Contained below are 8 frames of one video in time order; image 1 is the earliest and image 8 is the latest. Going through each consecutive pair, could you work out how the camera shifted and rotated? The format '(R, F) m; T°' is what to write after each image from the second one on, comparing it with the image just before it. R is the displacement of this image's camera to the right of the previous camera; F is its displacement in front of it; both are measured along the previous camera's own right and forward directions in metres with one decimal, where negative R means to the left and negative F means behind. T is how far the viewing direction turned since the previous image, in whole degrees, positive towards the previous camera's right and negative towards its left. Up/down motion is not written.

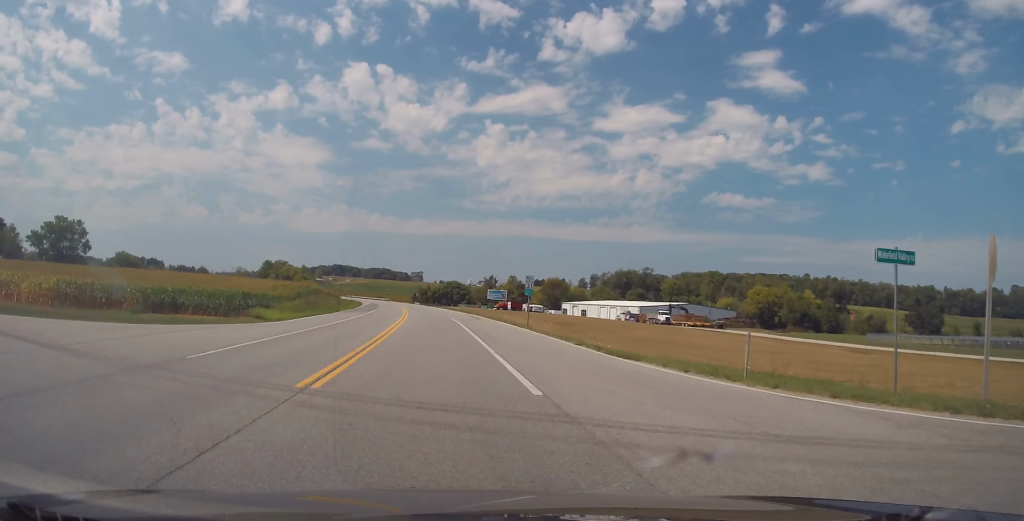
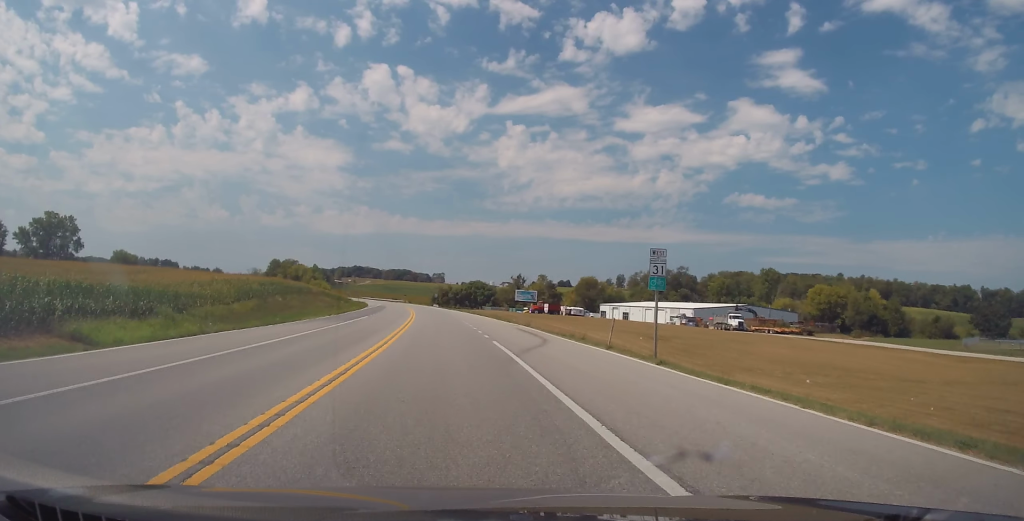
(-0.4, +25.3) m; -2°
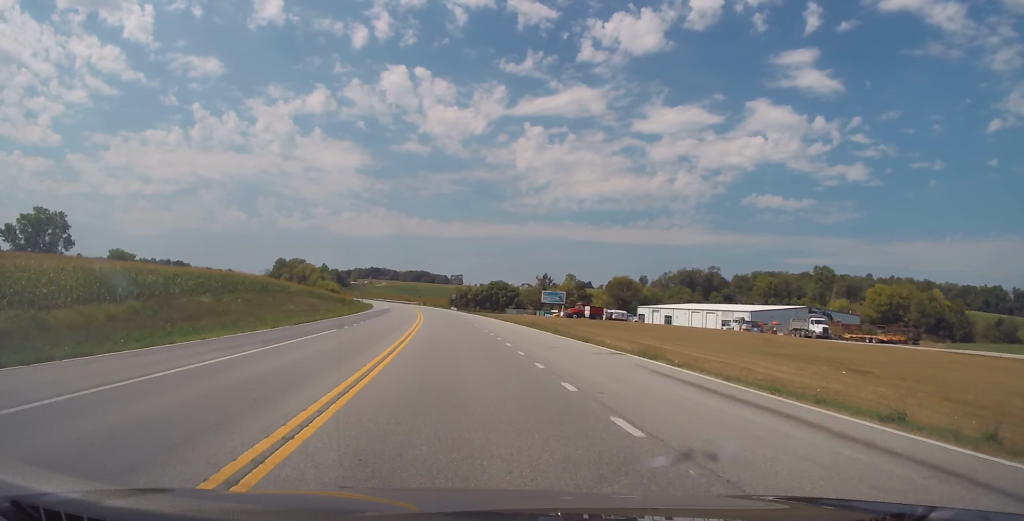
(-0.2, +21.6) m; -1°
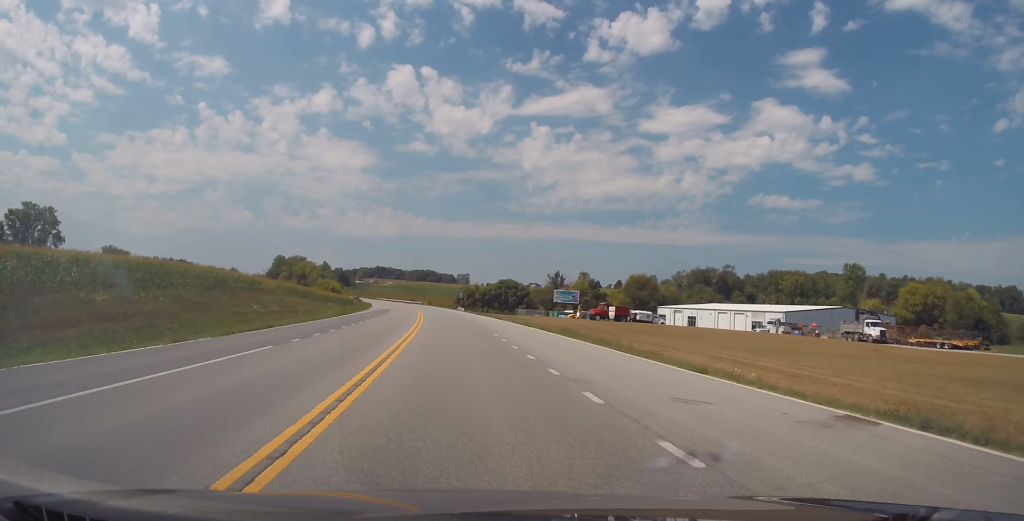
(0.0, +12.2) m; 0°
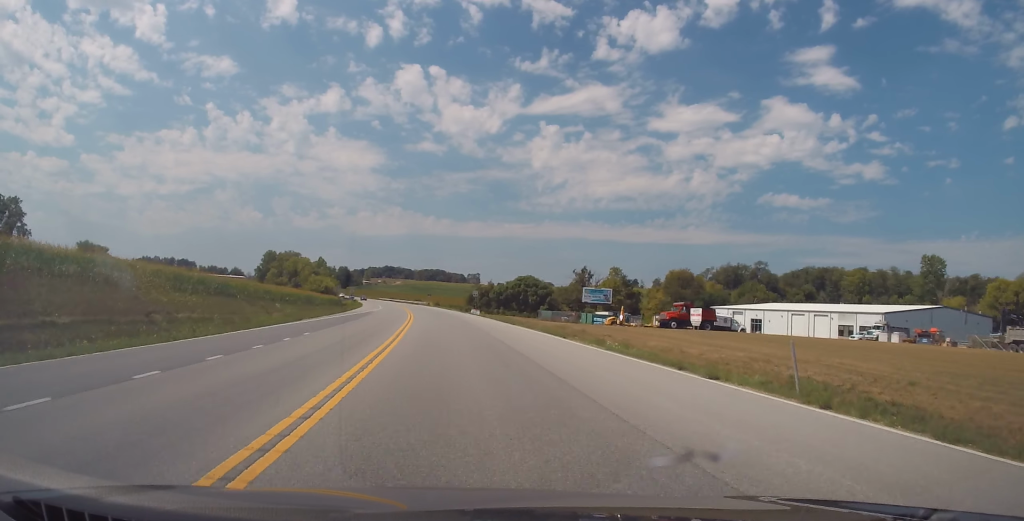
(-0.4, +29.1) m; -1°
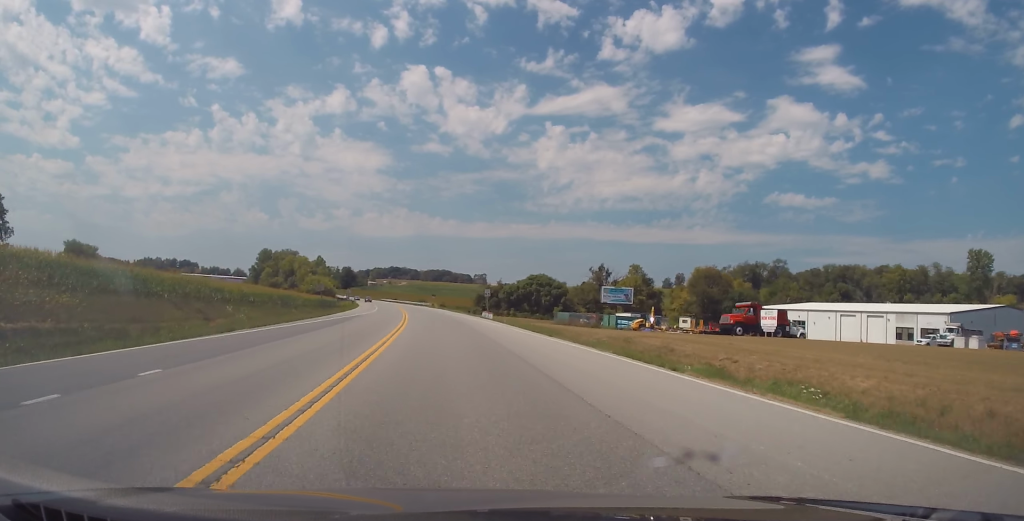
(-0.1, +14.0) m; -1°
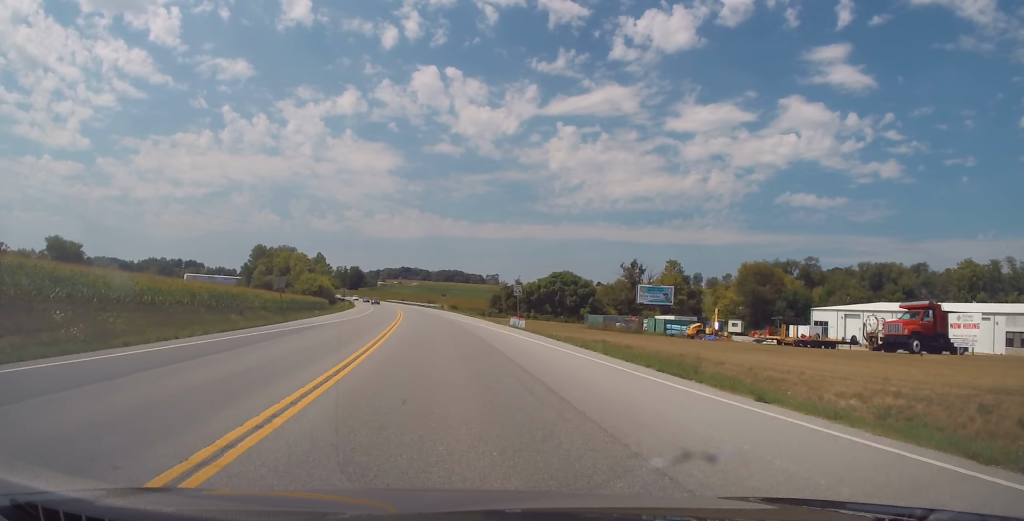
(+0.1, +20.5) m; -1°
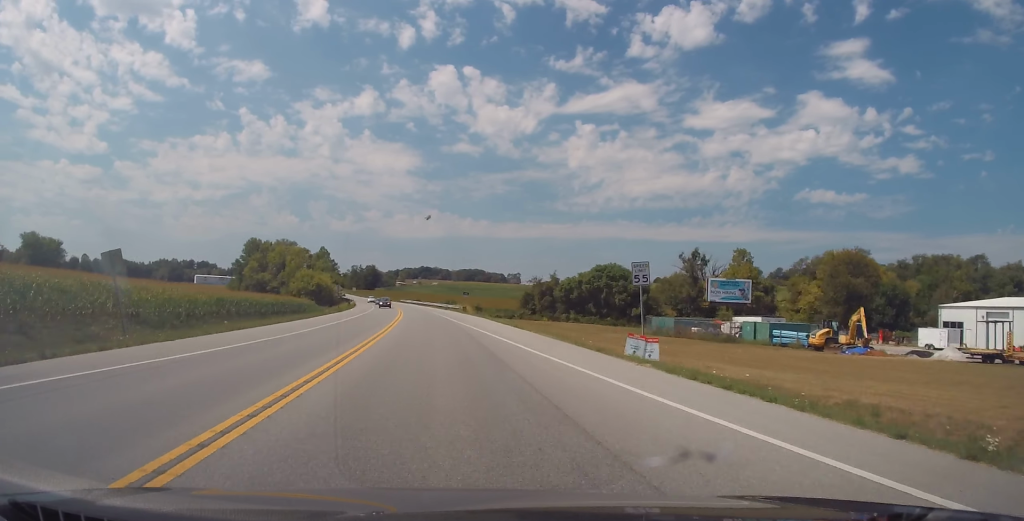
(-0.6, +26.7) m; -2°
